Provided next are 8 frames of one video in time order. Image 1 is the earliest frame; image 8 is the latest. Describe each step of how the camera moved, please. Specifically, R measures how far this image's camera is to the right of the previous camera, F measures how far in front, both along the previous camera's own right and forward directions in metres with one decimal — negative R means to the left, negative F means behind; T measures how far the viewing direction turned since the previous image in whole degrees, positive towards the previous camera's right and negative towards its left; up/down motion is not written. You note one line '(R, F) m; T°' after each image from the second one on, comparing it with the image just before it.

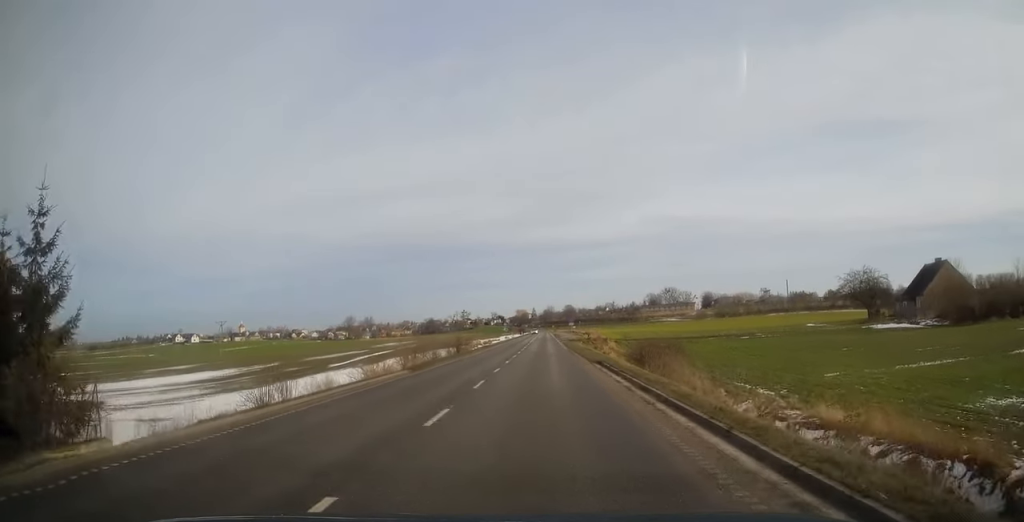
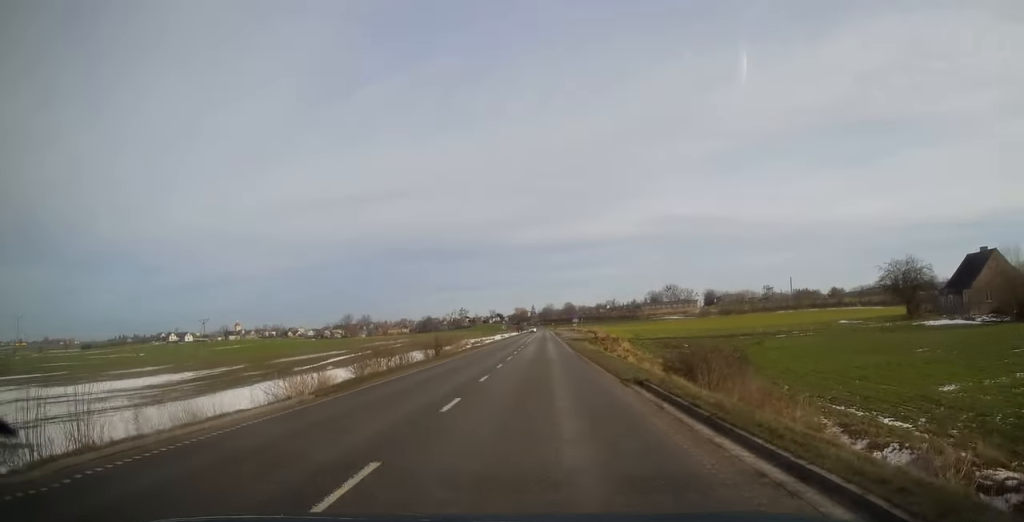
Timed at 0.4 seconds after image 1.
(+0.1, +10.5) m; 0°
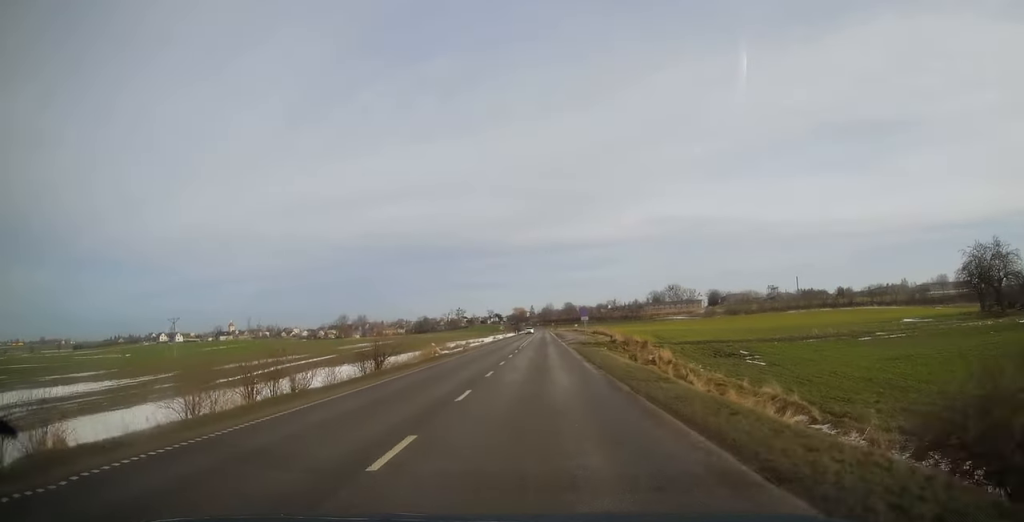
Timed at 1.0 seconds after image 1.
(-0.3, +16.0) m; 0°
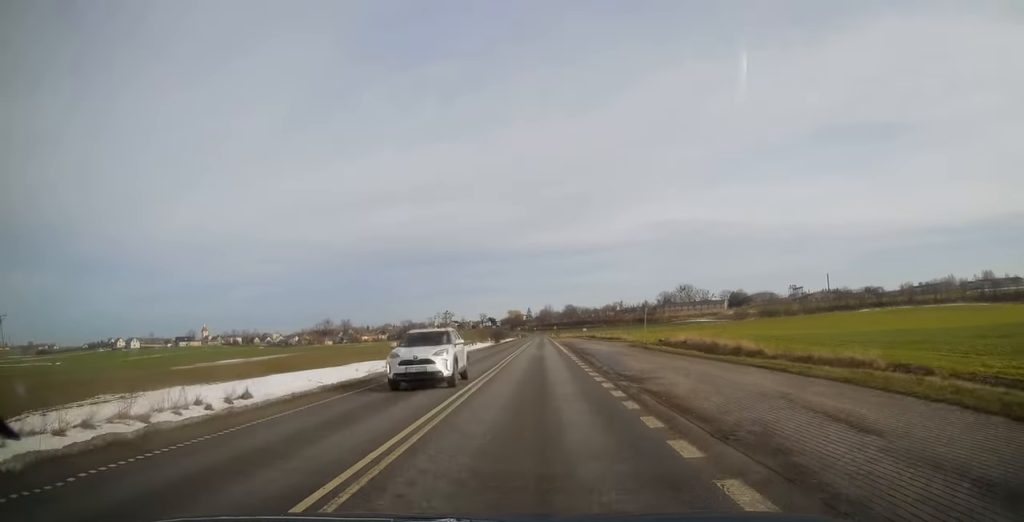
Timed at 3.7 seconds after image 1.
(+0.9, +65.5) m; +1°
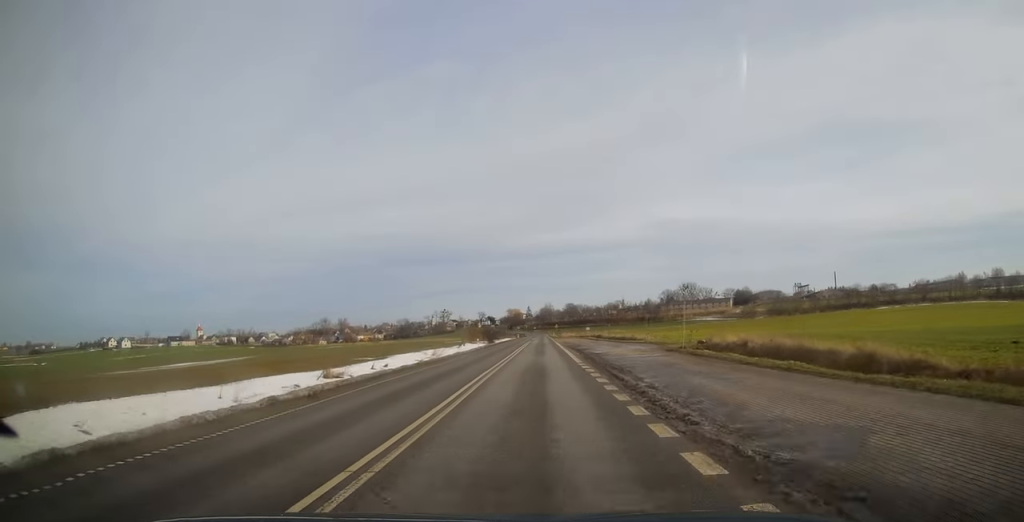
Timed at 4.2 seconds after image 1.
(0.0, +12.6) m; 0°
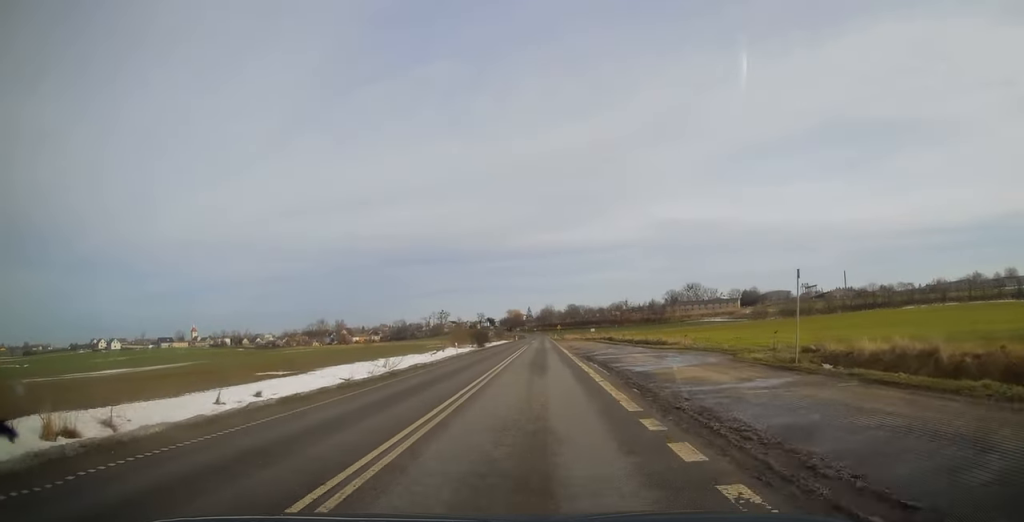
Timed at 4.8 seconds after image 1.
(0.0, +15.1) m; 0°
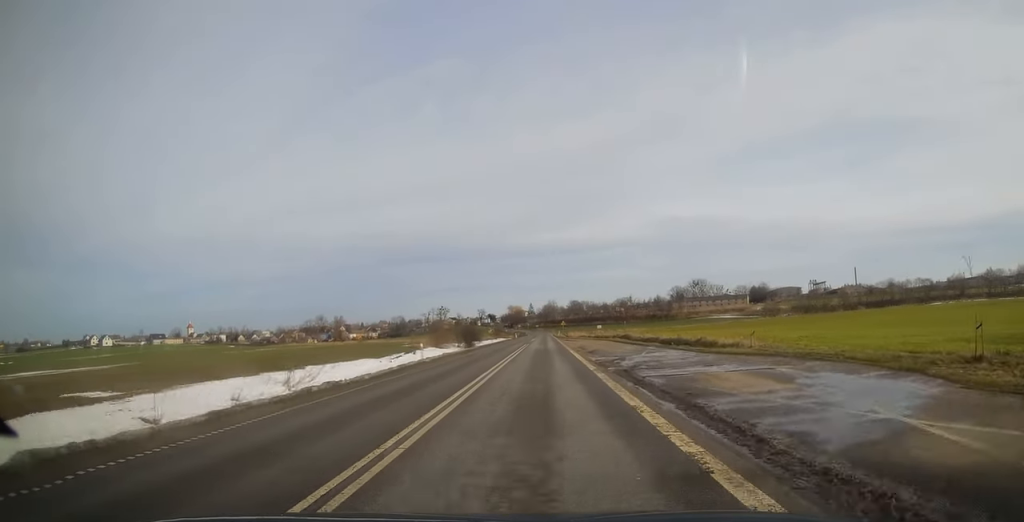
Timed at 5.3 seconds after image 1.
(+0.1, +13.4) m; -1°
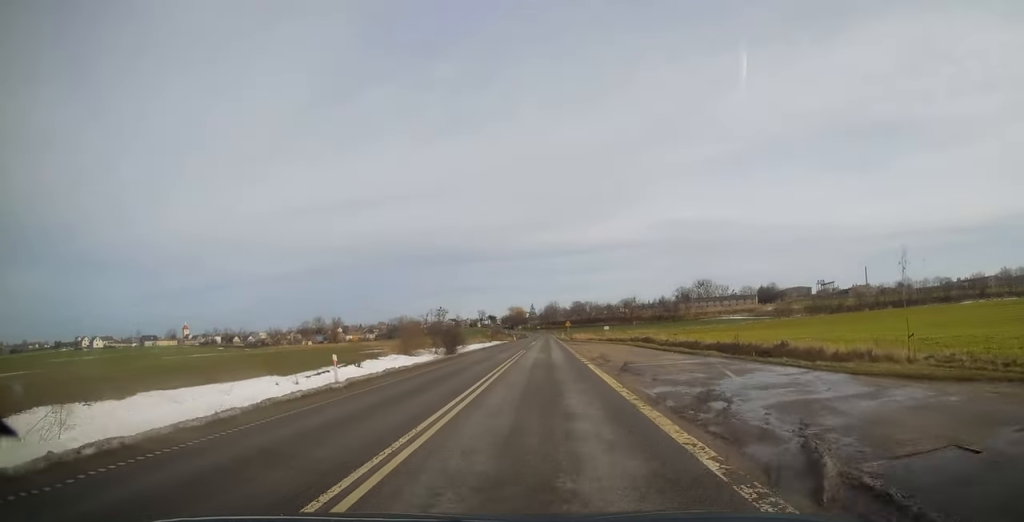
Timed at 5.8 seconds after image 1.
(-0.2, +13.4) m; 0°
